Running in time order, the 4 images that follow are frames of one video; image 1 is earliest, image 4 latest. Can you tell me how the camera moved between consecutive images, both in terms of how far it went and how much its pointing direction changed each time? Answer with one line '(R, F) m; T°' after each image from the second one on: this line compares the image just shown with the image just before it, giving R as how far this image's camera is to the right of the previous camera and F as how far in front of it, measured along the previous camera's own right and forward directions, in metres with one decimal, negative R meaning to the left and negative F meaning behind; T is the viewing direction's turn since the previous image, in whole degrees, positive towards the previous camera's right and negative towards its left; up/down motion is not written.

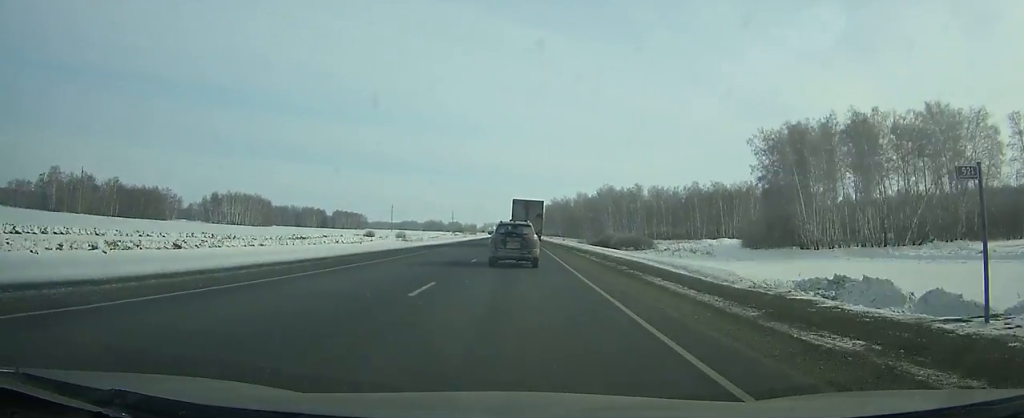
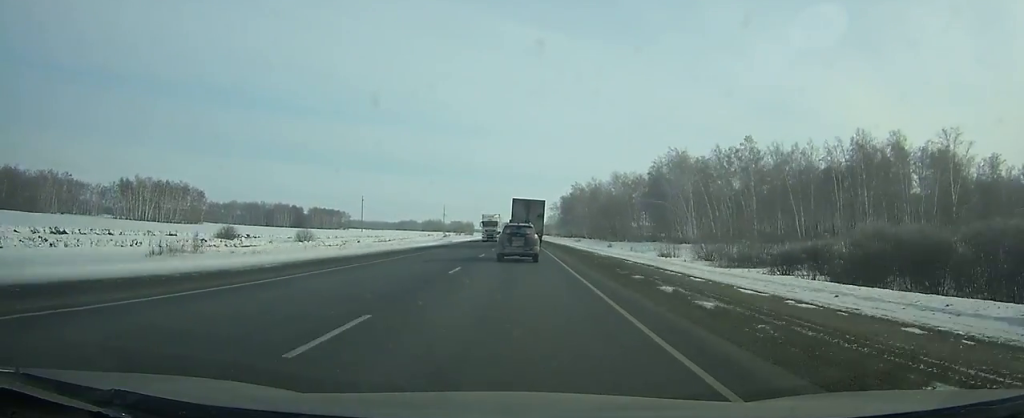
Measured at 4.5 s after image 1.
(-0.7, +106.1) m; -1°
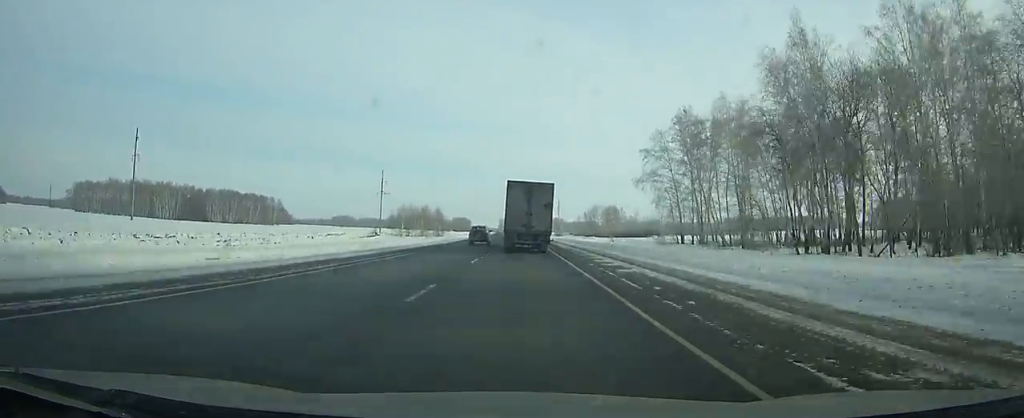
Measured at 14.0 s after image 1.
(-3.0, +217.6) m; -2°
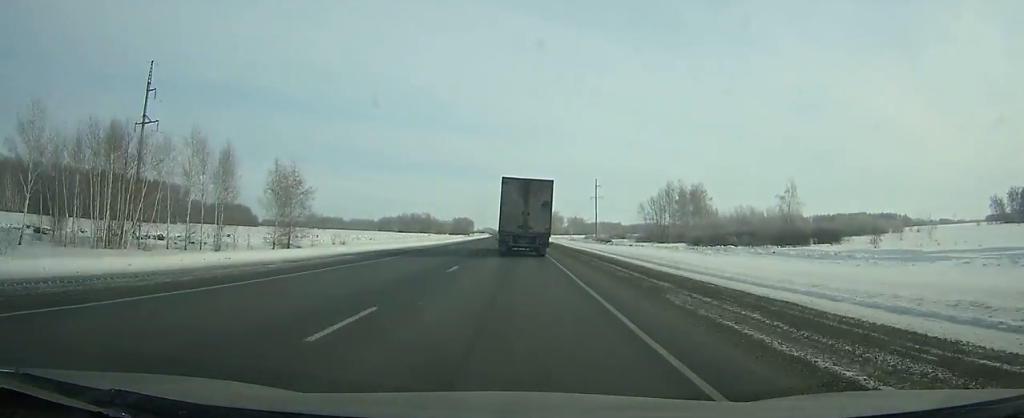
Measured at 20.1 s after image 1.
(-1.1, +136.2) m; -1°
